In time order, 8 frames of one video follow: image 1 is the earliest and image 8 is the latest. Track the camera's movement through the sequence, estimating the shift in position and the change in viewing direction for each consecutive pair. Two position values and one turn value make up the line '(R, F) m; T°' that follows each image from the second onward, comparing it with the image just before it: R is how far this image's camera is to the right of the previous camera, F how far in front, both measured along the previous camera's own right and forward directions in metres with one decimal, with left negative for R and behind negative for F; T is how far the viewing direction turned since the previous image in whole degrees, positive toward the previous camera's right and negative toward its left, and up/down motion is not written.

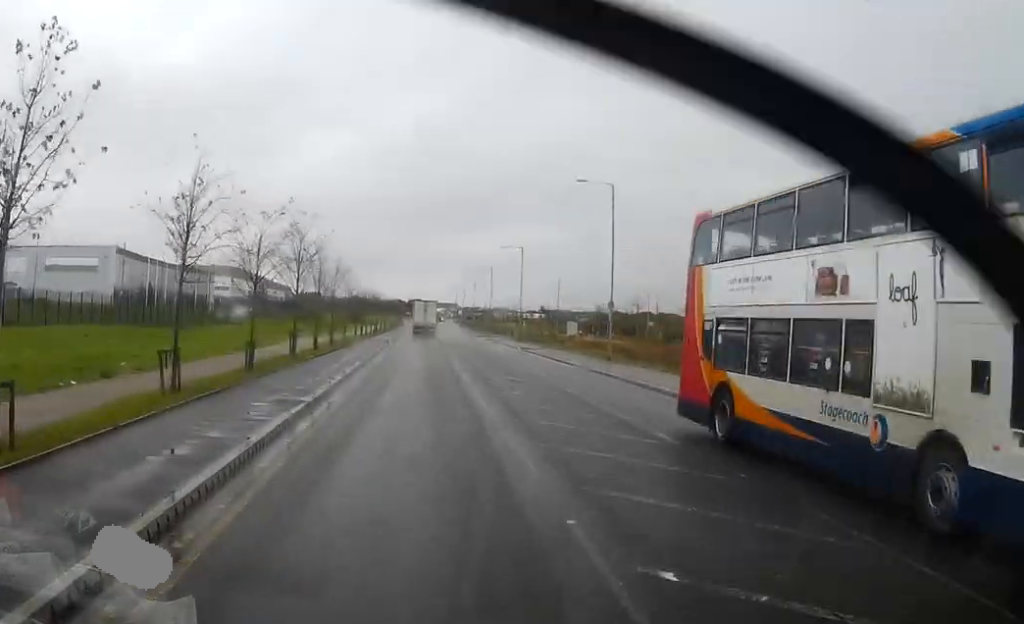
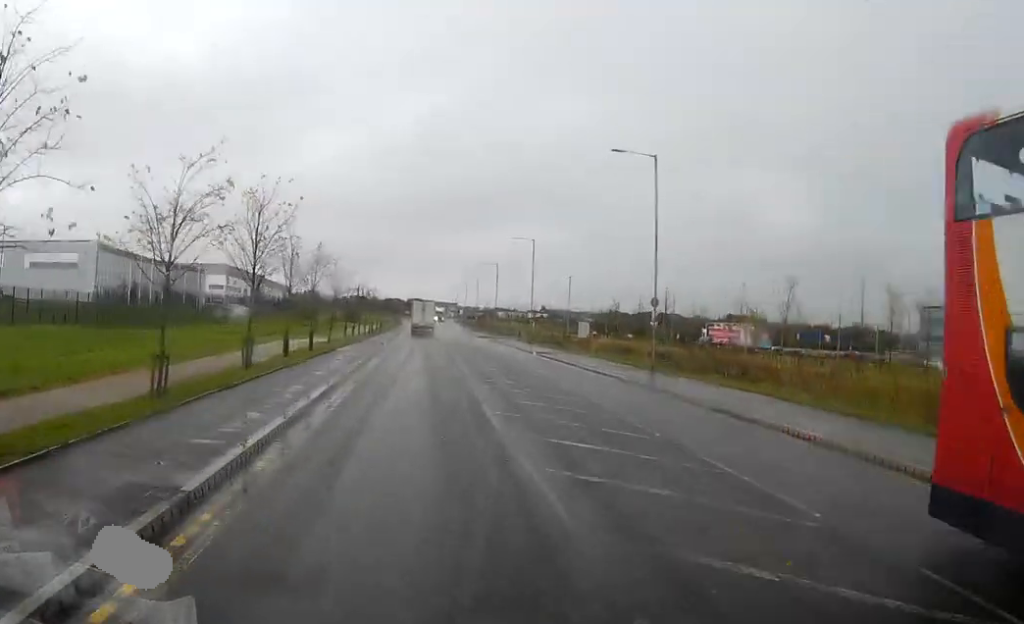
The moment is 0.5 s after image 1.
(0.0, +8.0) m; 0°
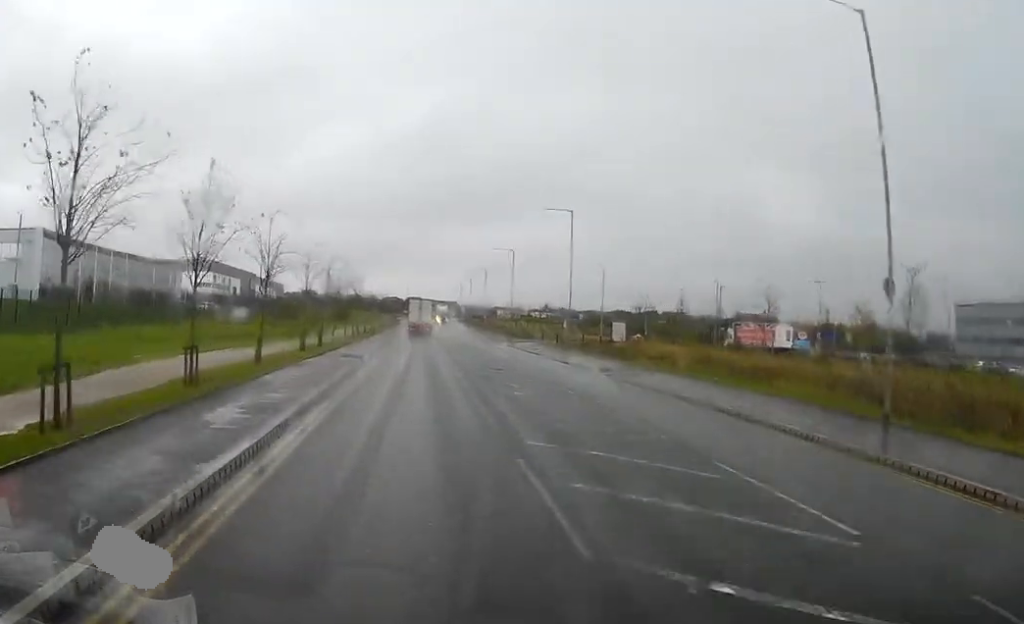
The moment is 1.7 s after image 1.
(+0.1, +18.3) m; 0°
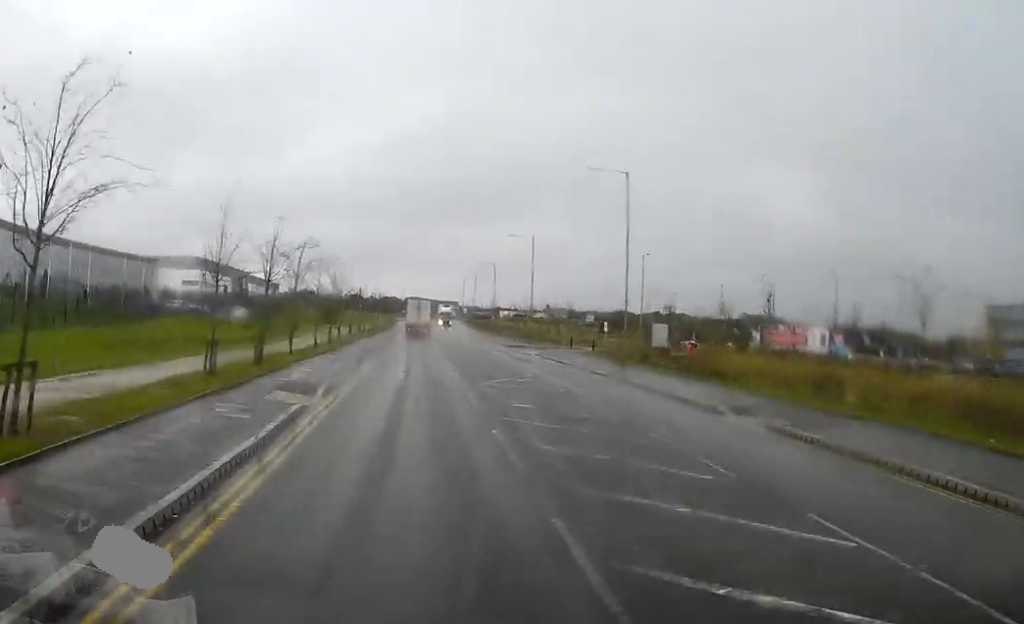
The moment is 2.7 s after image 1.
(-0.1, +14.7) m; 0°
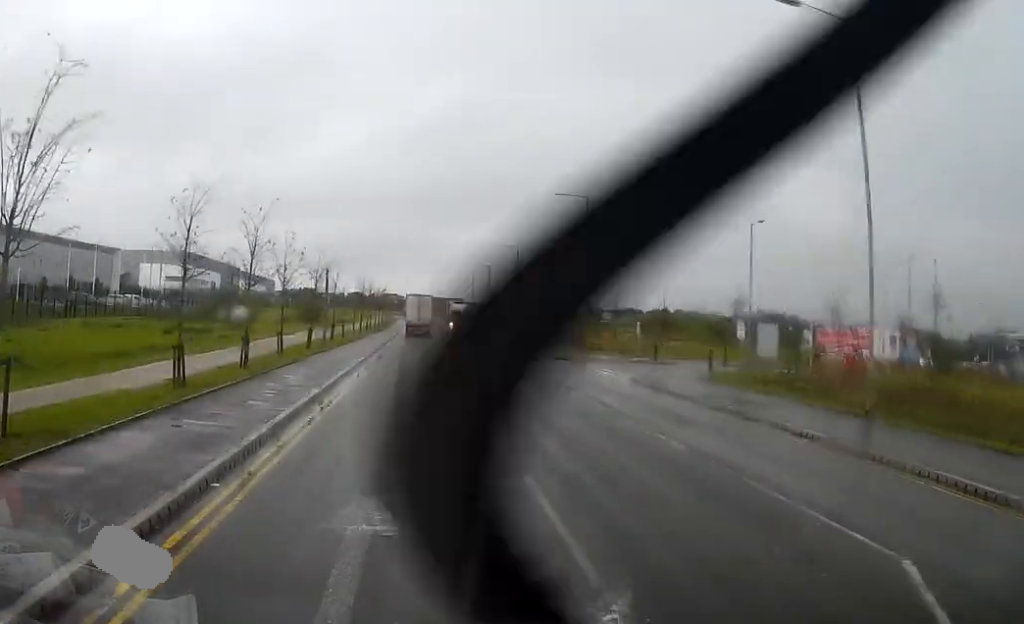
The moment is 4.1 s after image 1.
(+0.2, +22.6) m; +1°
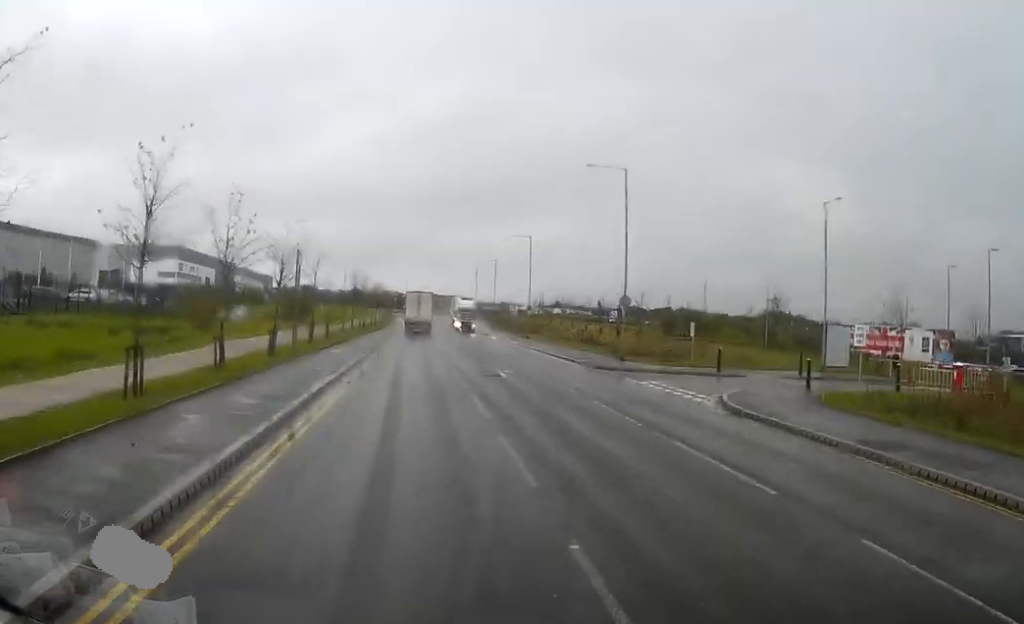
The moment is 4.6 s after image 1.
(0.0, +9.1) m; 0°
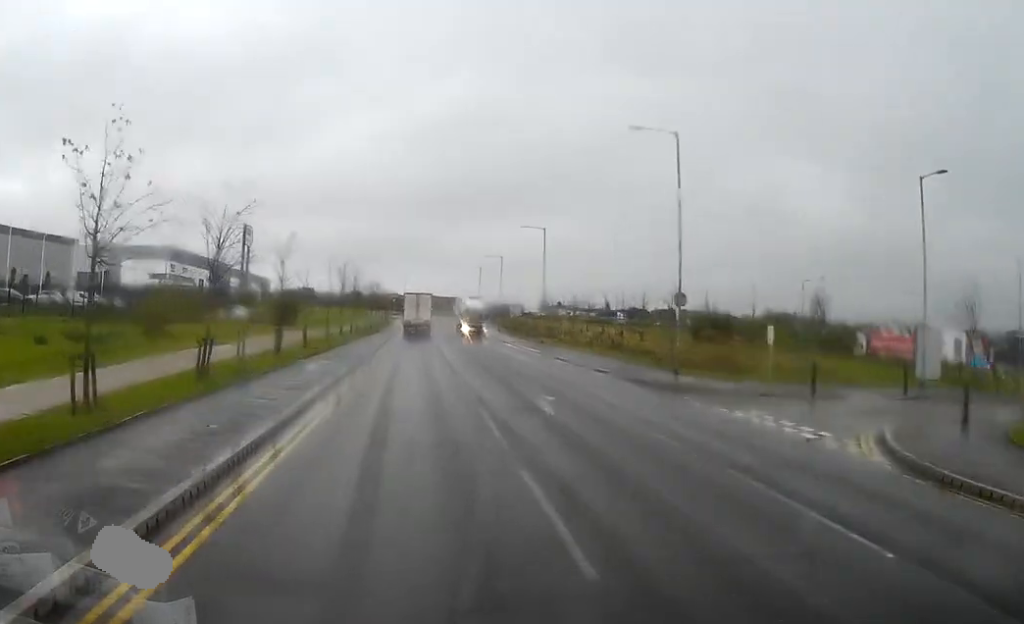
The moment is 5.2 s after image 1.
(-0.1, +8.6) m; 0°
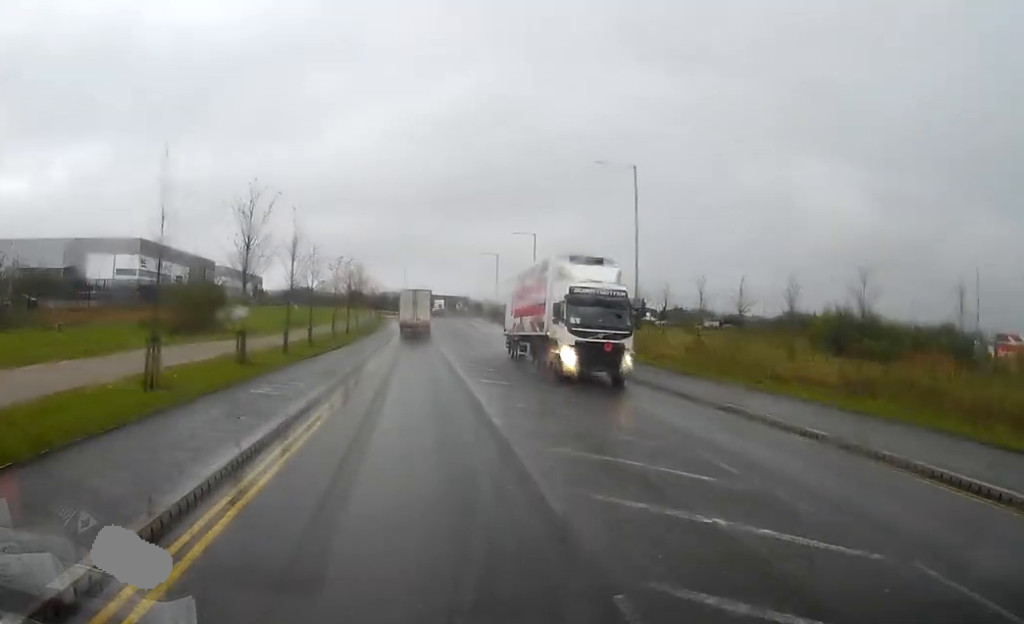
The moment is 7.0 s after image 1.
(0.0, +29.0) m; 0°
